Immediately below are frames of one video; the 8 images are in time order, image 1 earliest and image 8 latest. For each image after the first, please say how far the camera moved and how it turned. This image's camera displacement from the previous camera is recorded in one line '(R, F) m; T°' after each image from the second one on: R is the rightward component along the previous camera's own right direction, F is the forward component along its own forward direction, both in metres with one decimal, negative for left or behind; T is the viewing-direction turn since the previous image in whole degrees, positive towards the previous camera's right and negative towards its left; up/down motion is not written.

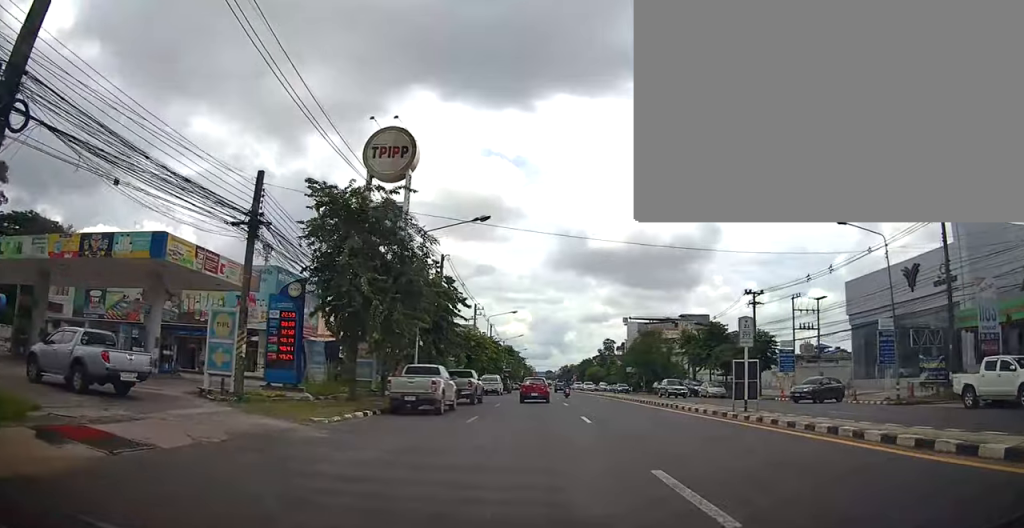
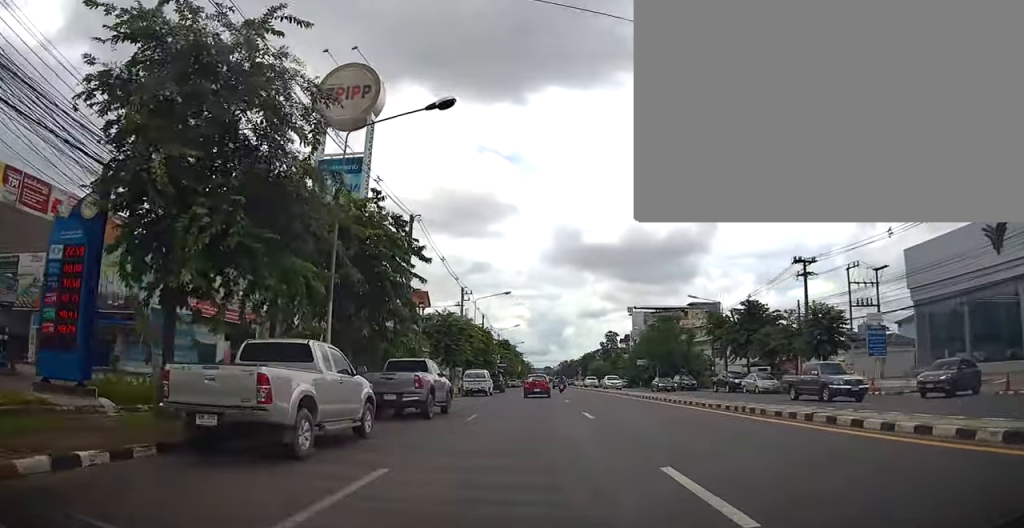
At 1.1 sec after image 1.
(-0.1, +11.8) m; 0°
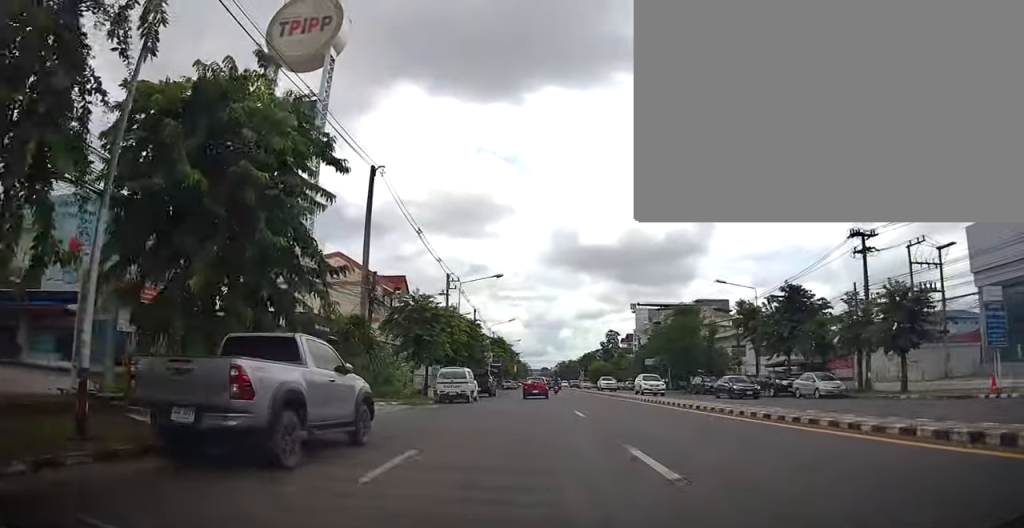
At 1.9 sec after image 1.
(+0.1, +9.4) m; +1°
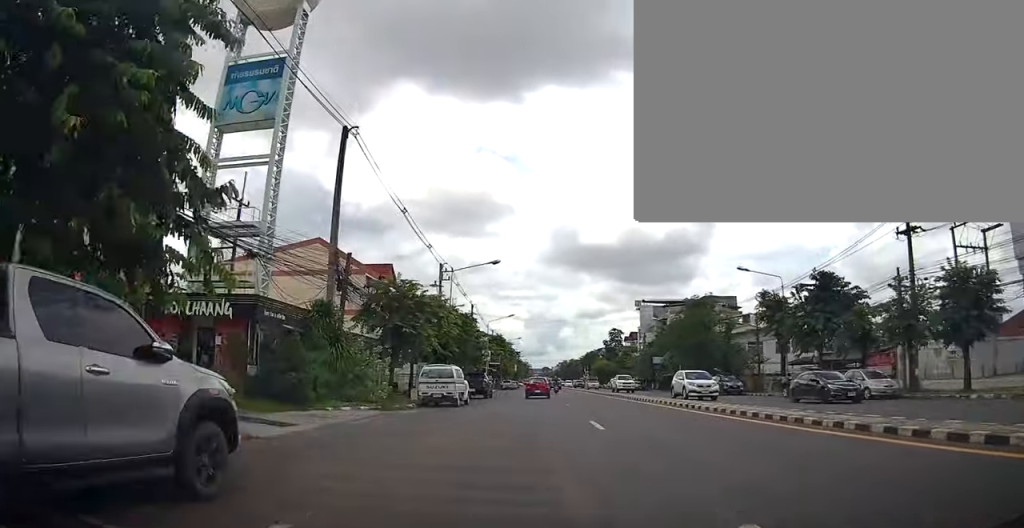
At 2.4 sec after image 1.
(0.0, +5.0) m; 0°
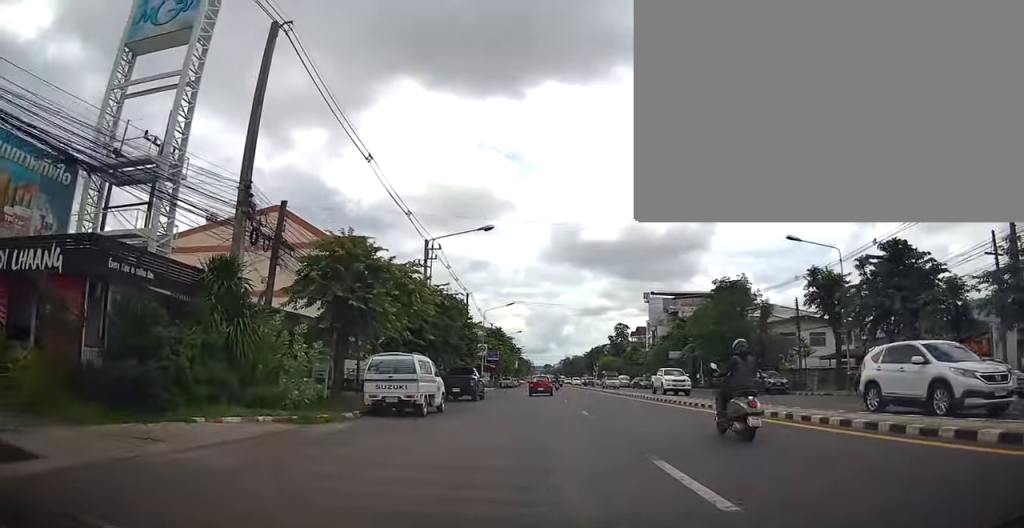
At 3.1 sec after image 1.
(0.0, +8.3) m; -1°
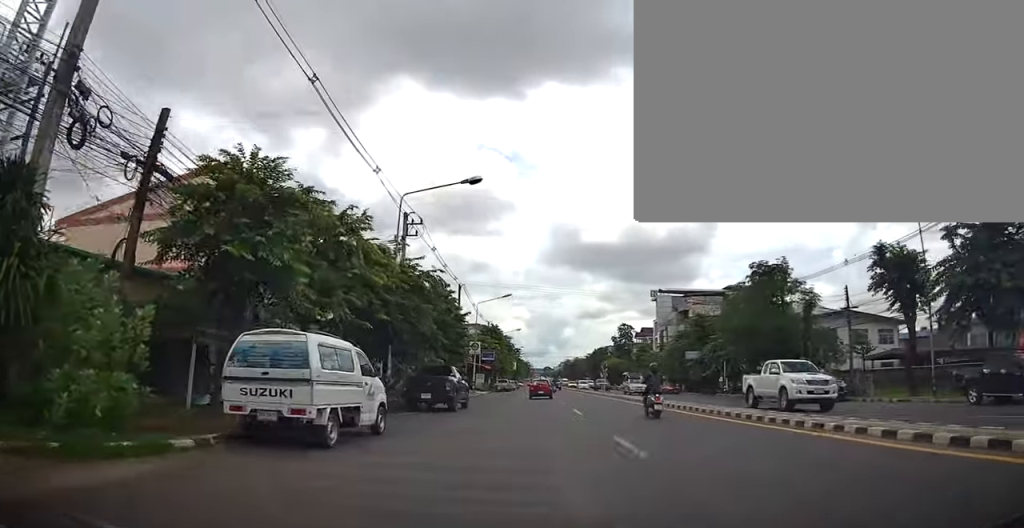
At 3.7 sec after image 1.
(0.0, +7.9) m; -1°
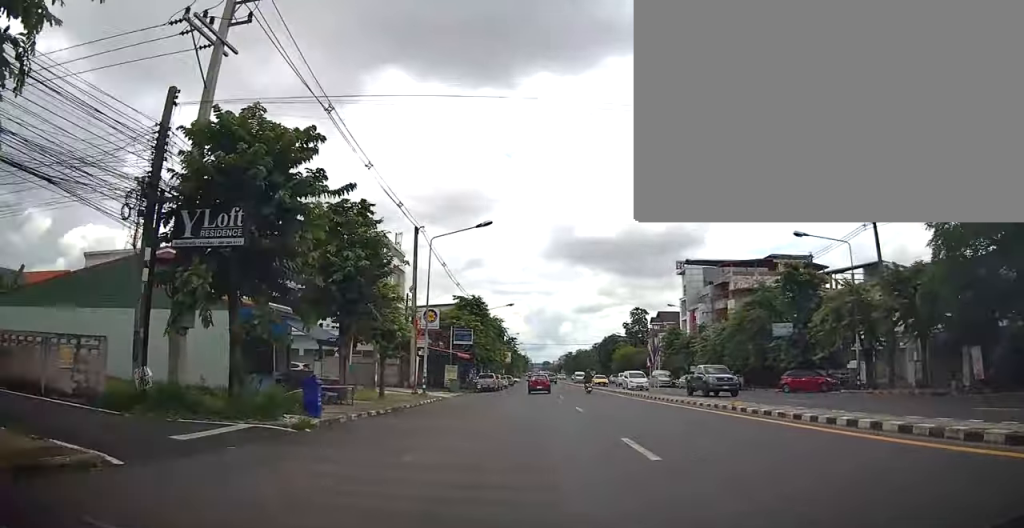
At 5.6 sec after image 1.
(+0.2, +23.2) m; +1°
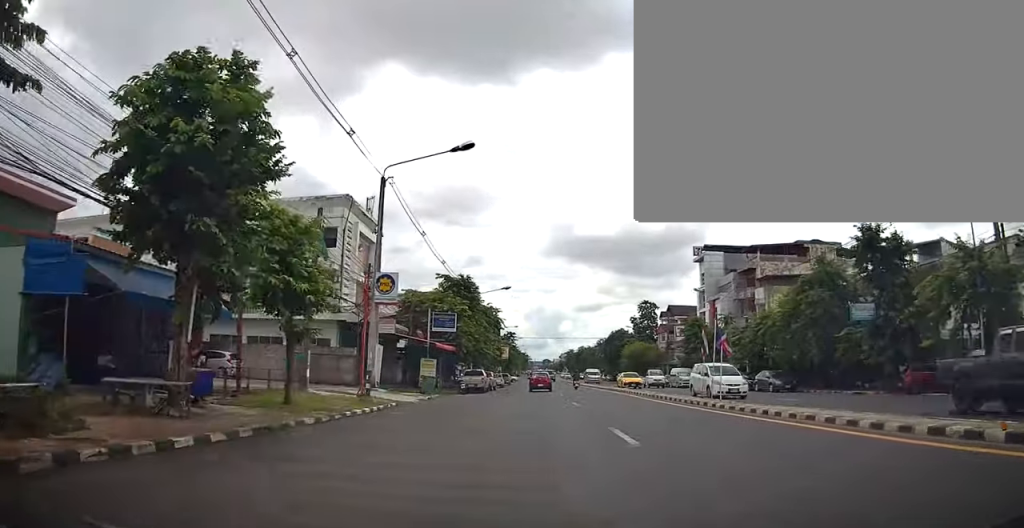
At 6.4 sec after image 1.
(-0.2, +10.0) m; -1°
